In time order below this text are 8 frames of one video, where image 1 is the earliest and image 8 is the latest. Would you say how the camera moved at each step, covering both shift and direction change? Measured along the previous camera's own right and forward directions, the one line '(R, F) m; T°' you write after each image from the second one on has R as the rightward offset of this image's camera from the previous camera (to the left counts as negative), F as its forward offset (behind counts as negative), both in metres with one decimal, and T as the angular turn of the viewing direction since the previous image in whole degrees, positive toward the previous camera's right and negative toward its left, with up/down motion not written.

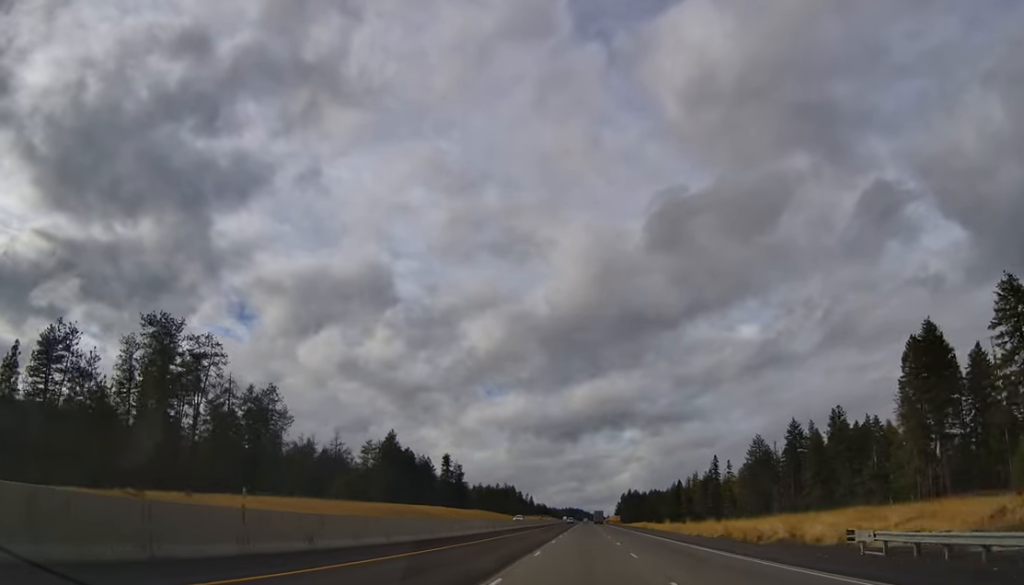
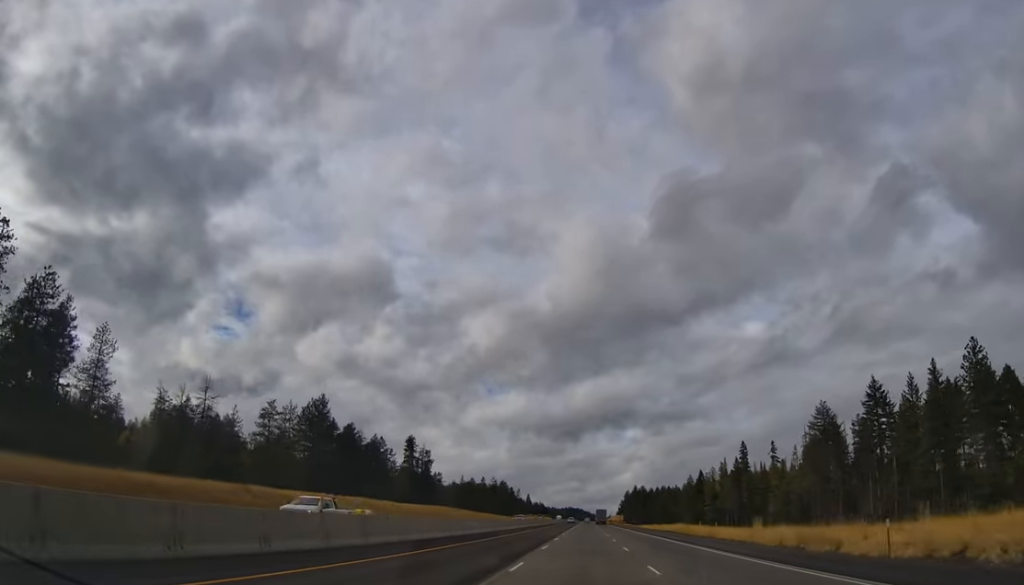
(+1.0, +55.7) m; +1°
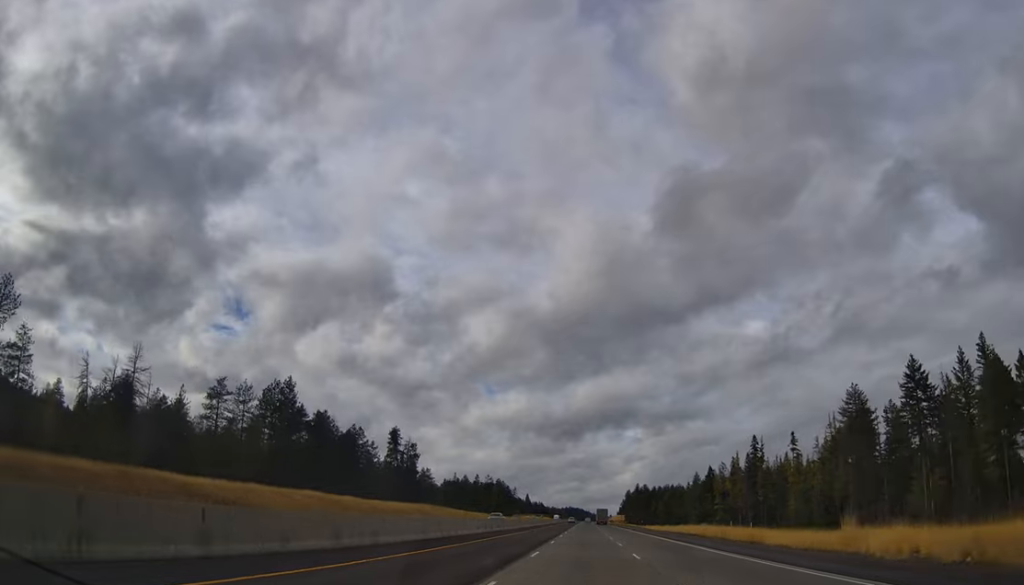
(-0.6, +17.9) m; -1°
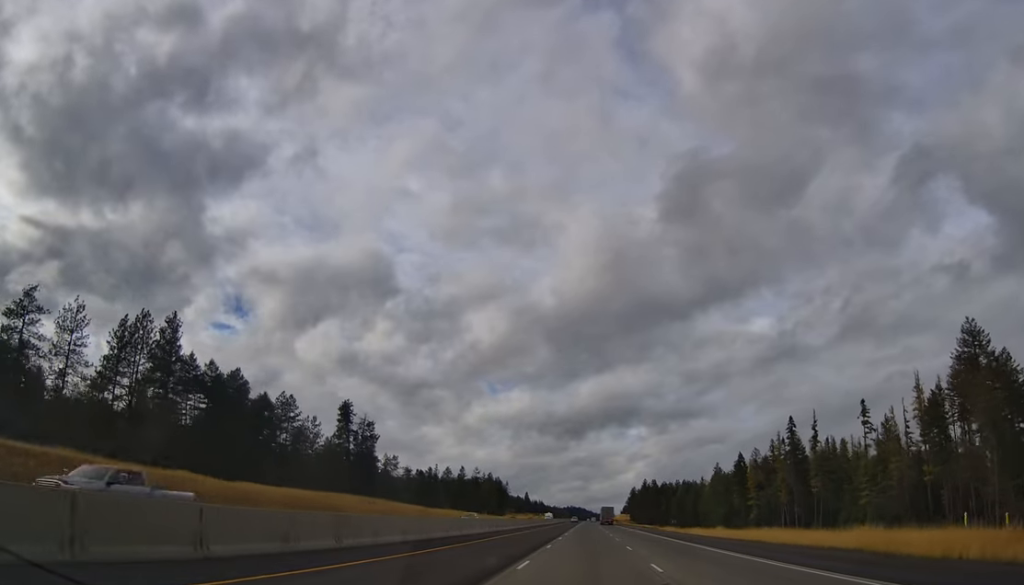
(-0.2, +42.4) m; 0°
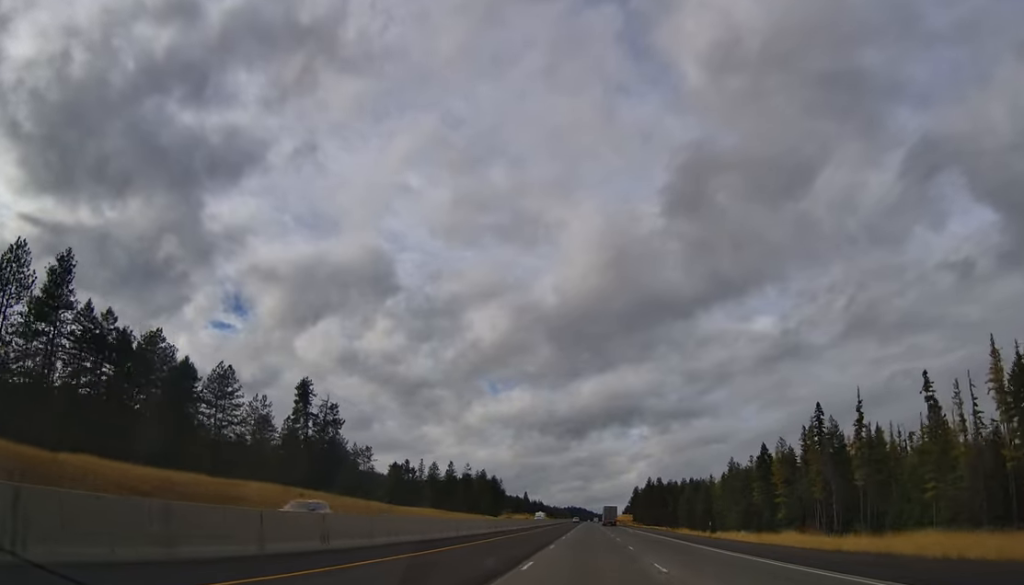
(+0.2, +24.3) m; 0°
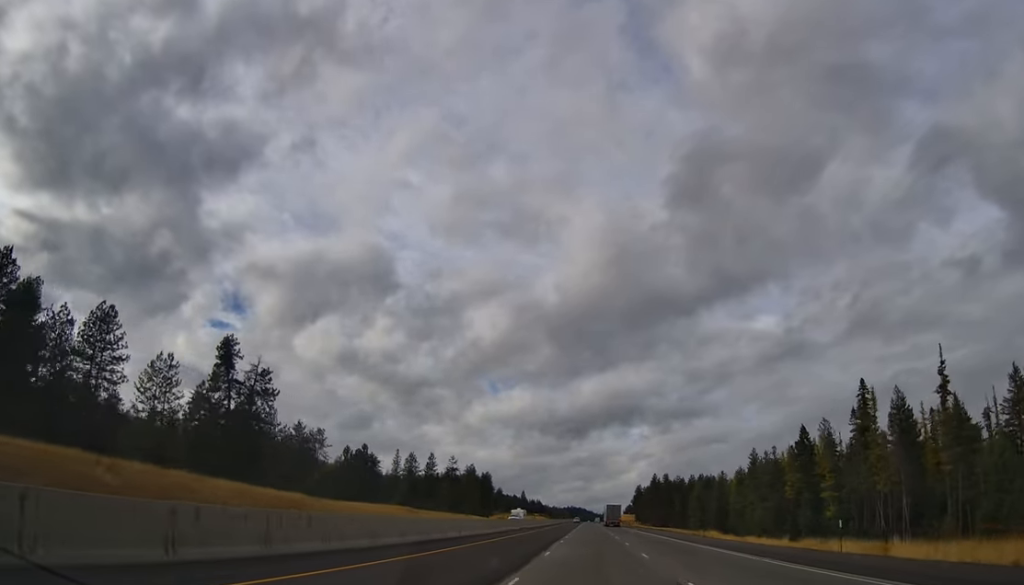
(+0.1, +30.7) m; 0°
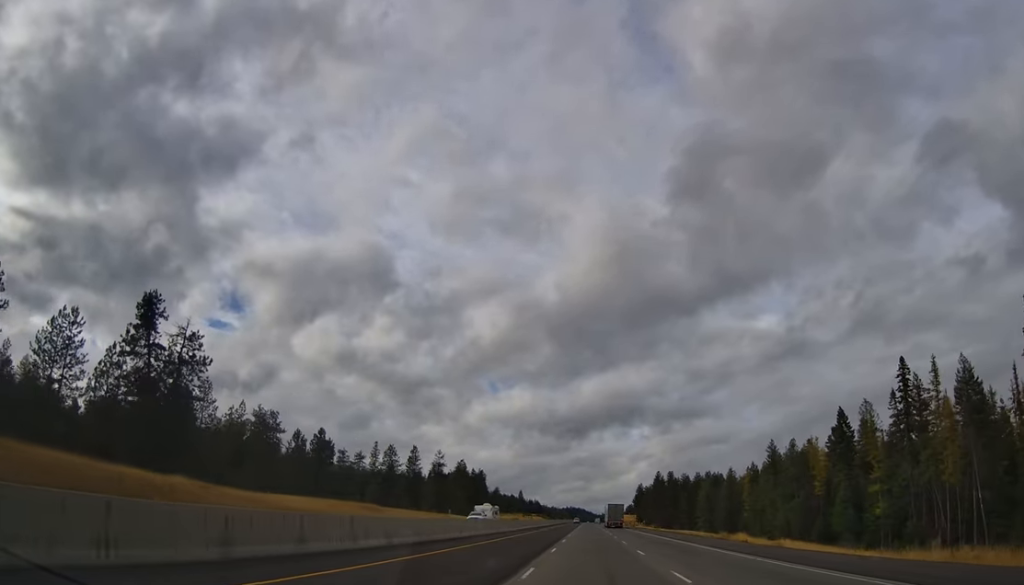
(-0.1, +21.1) m; 0°
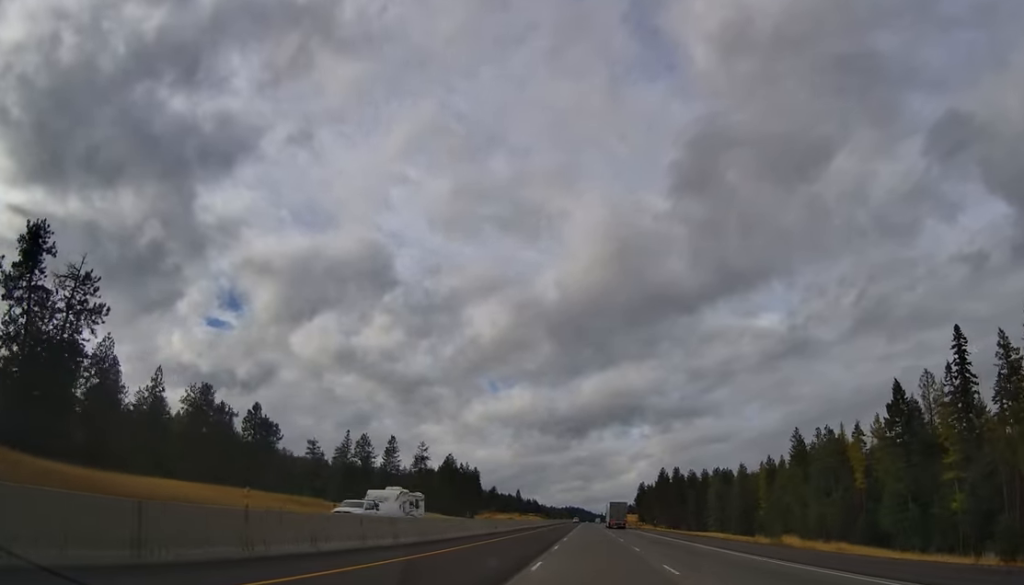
(0.0, +22.1) m; 0°
